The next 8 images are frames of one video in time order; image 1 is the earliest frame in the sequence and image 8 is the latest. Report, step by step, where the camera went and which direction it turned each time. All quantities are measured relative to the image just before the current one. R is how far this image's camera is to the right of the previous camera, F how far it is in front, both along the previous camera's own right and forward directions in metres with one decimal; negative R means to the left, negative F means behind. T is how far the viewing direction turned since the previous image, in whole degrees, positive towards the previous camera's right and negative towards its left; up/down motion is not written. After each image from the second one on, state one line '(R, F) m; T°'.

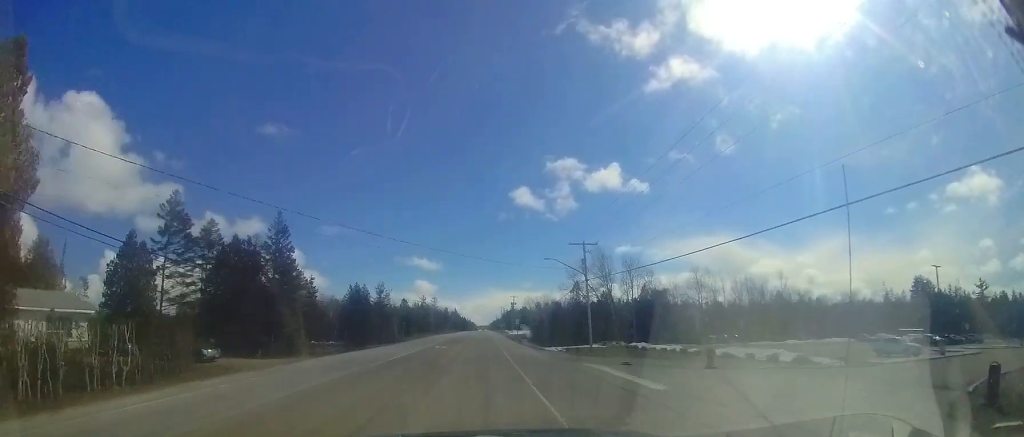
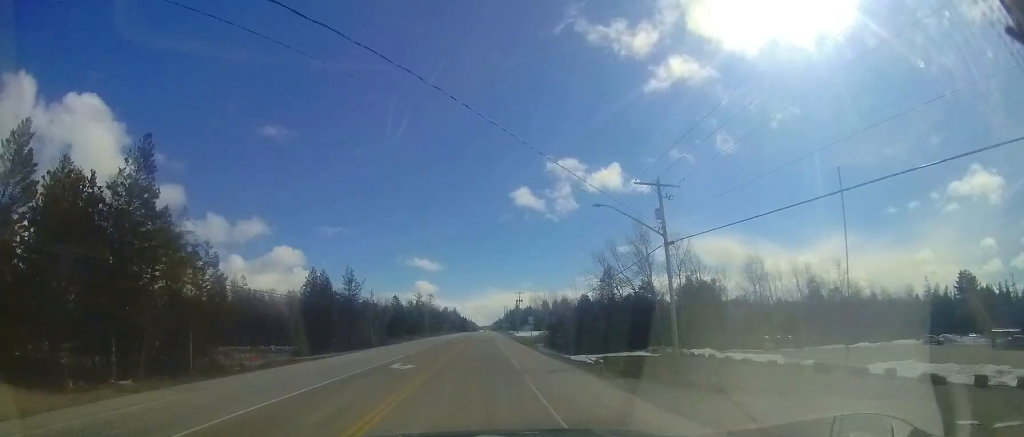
(+0.2, +16.4) m; +2°
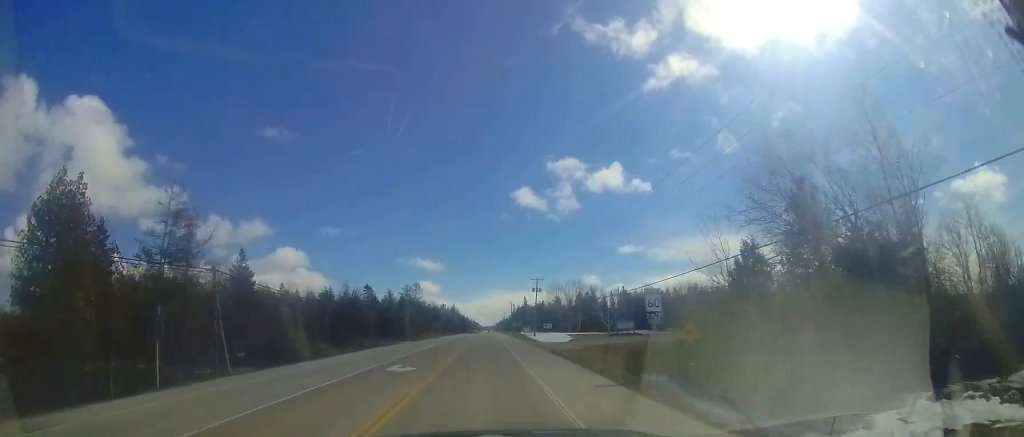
(0.0, +32.5) m; -2°
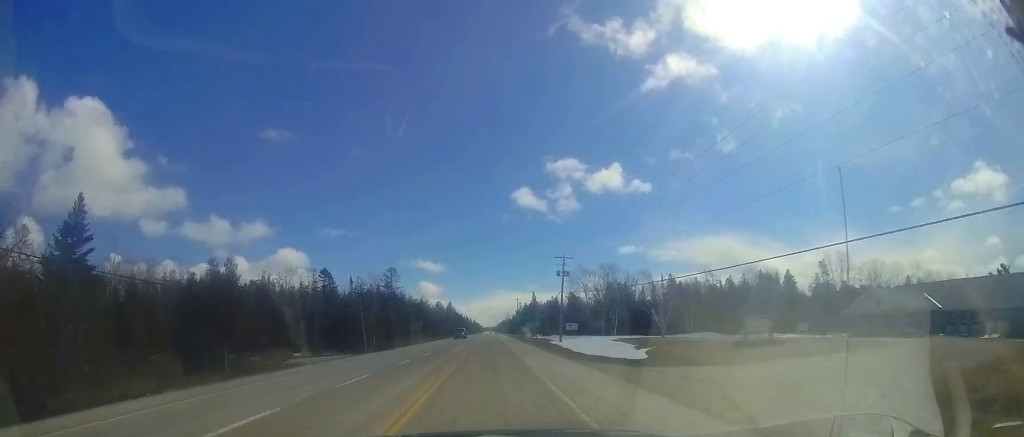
(-0.5, +27.4) m; 0°
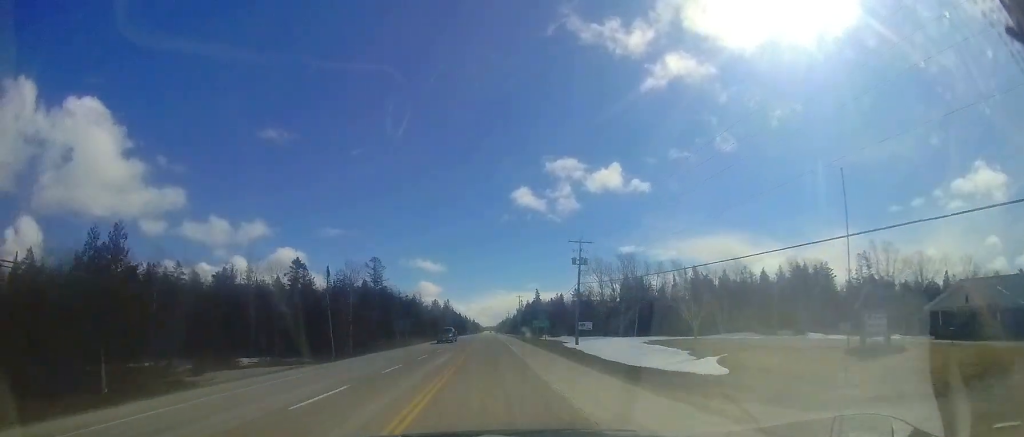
(+0.1, +10.1) m; 0°
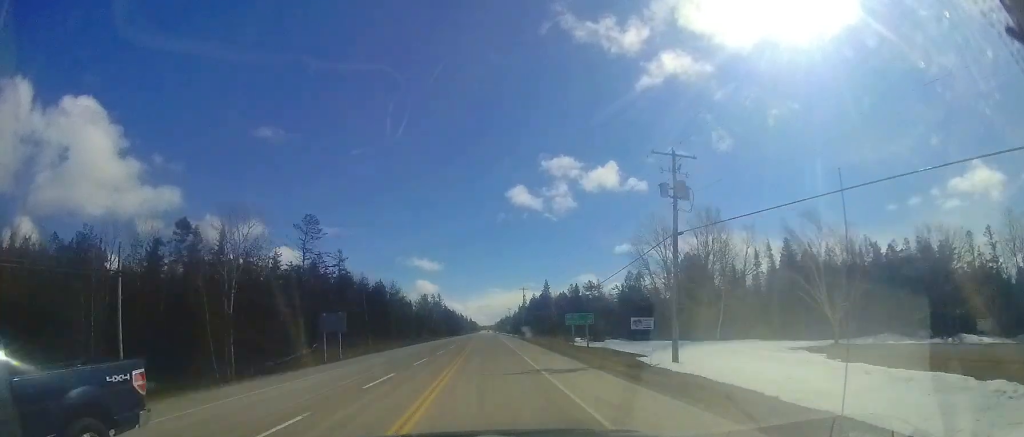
(-0.1, +24.0) m; 0°
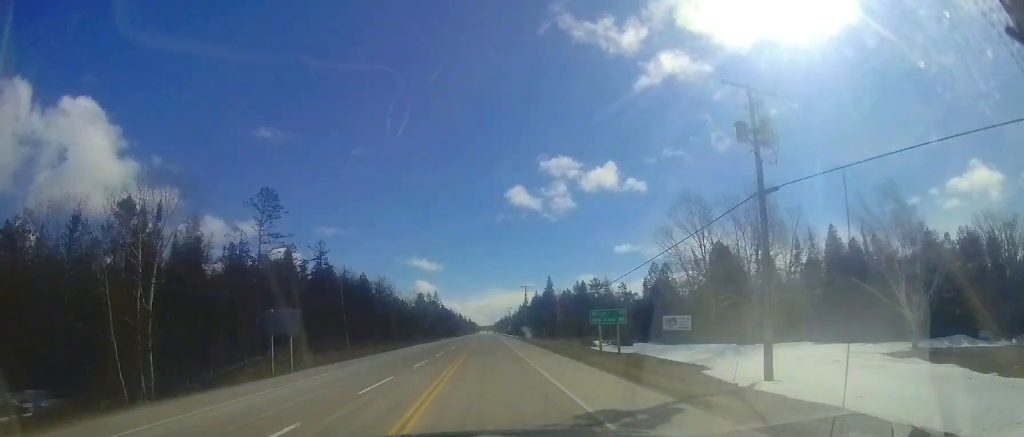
(0.0, +7.6) m; 0°
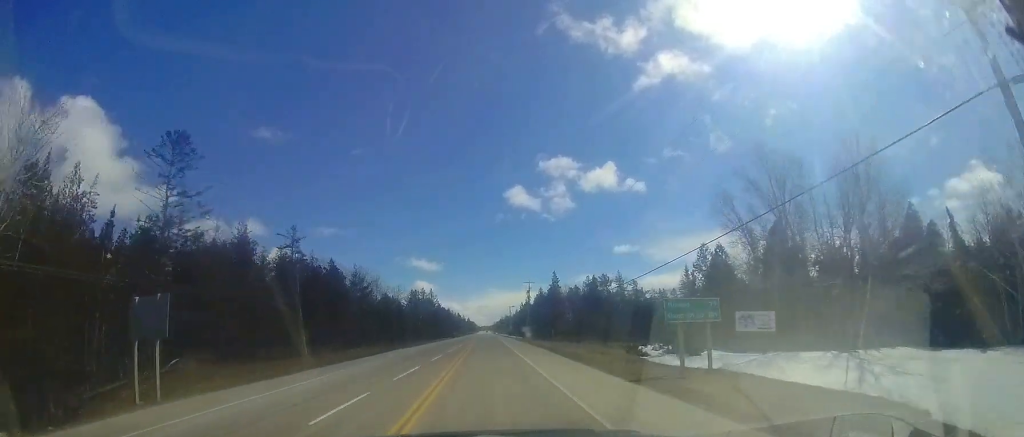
(+0.1, +10.1) m; 0°
